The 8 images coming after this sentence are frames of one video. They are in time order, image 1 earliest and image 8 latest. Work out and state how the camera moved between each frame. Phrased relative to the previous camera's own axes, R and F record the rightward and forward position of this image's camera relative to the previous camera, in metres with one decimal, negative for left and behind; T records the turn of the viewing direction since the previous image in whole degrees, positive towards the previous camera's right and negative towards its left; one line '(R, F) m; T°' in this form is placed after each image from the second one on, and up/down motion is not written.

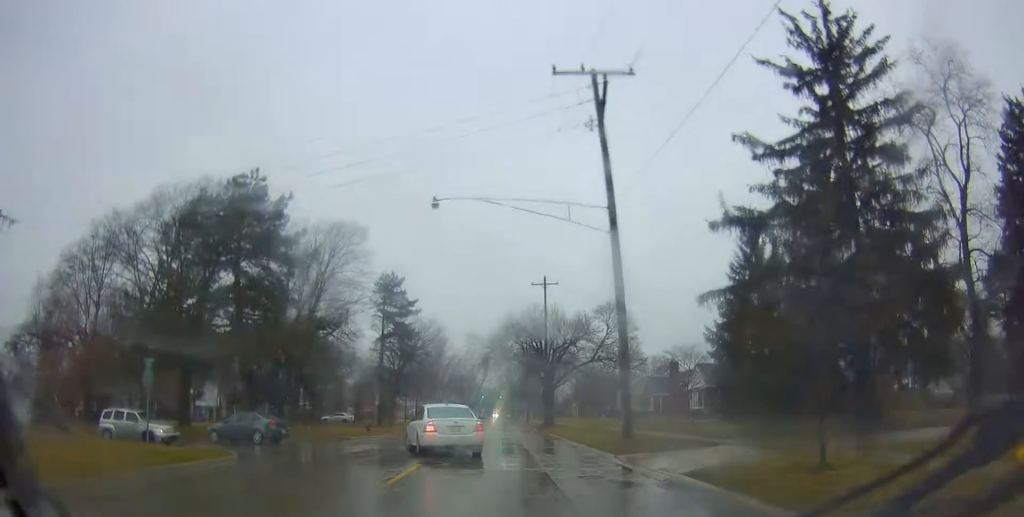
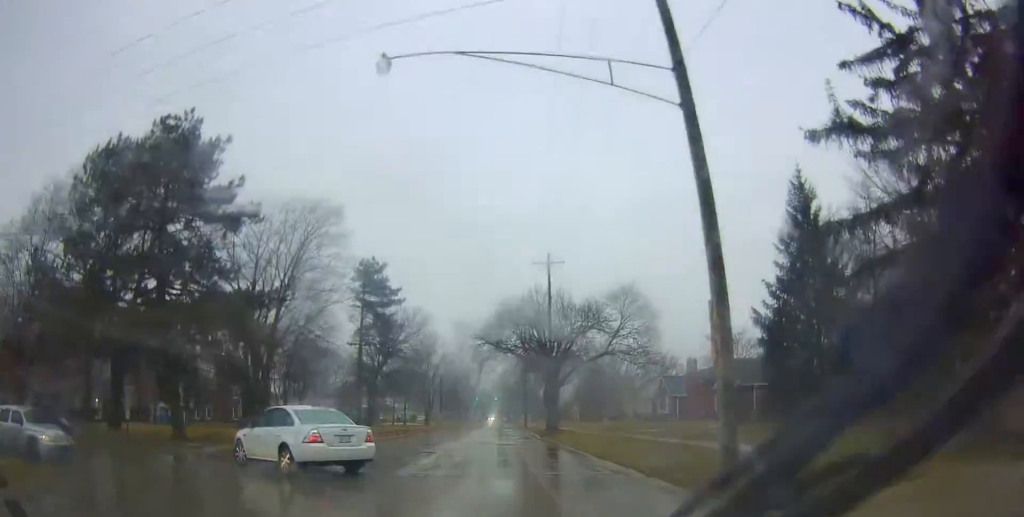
(+0.3, +8.6) m; +3°
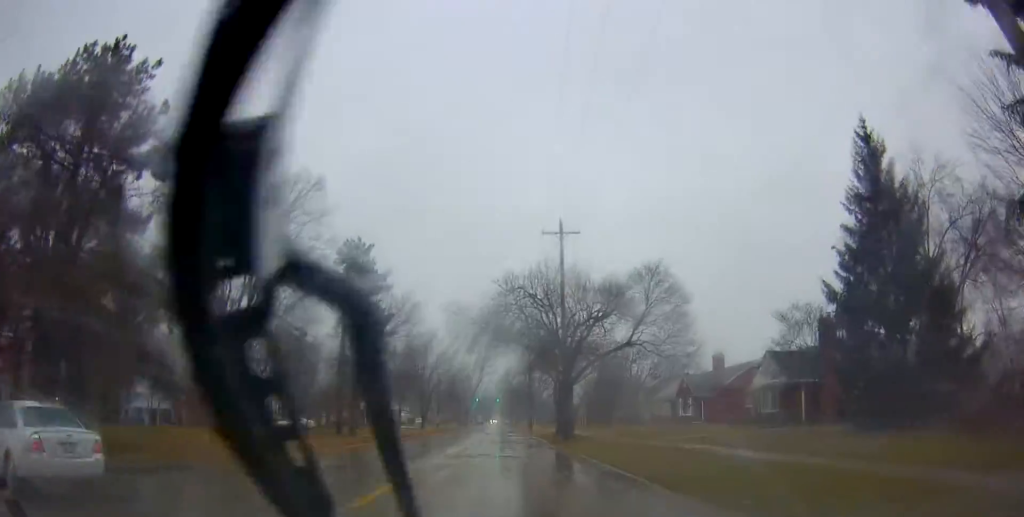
(0.0, +7.8) m; 0°
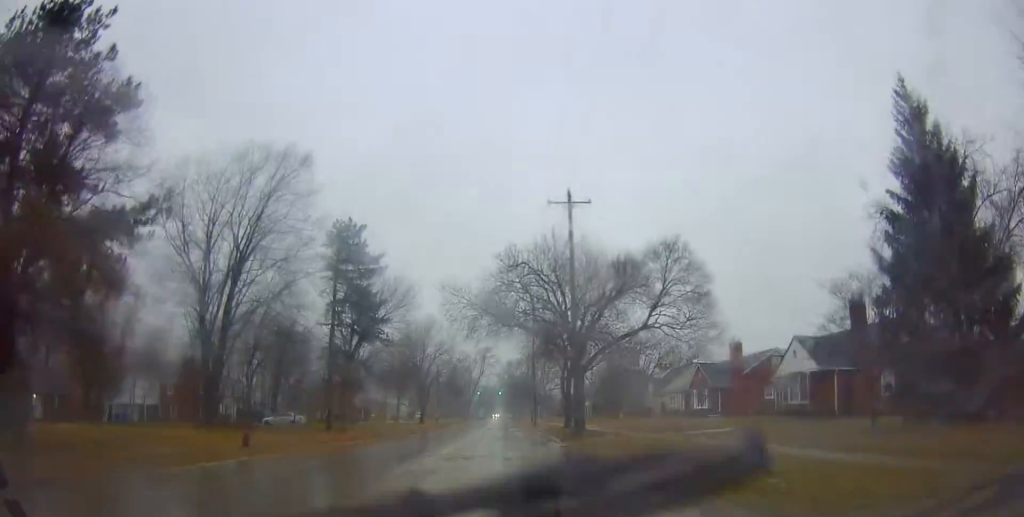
(0.0, +4.1) m; 0°
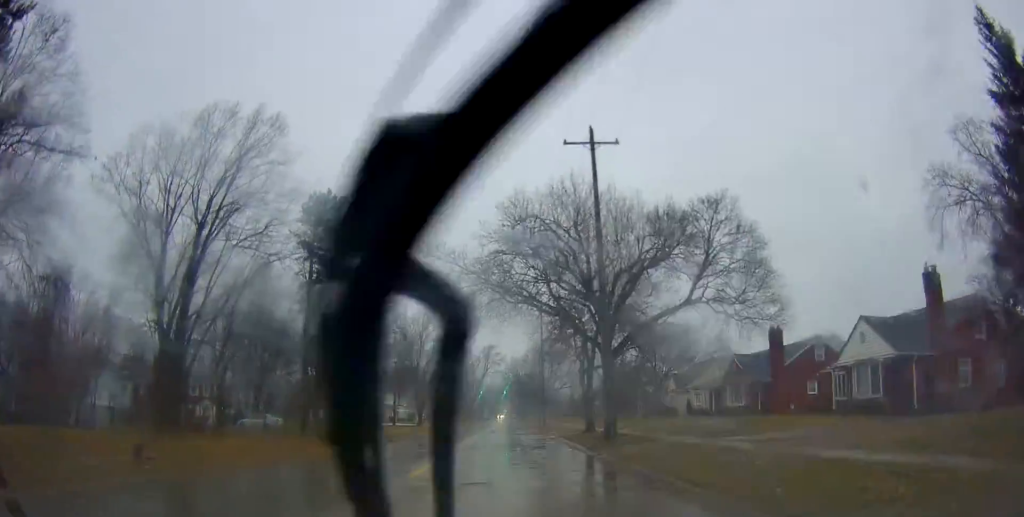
(0.0, +7.7) m; 0°
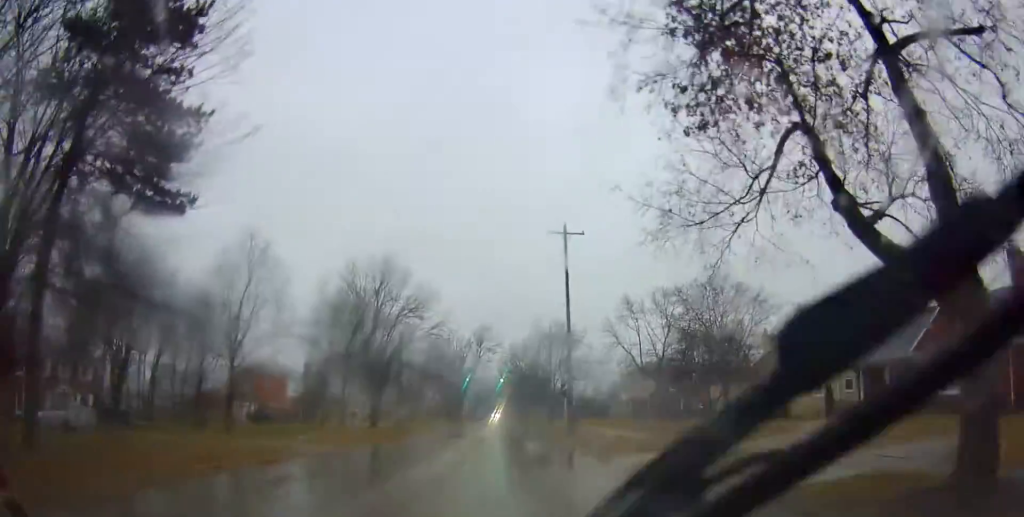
(-0.6, +27.7) m; -4°
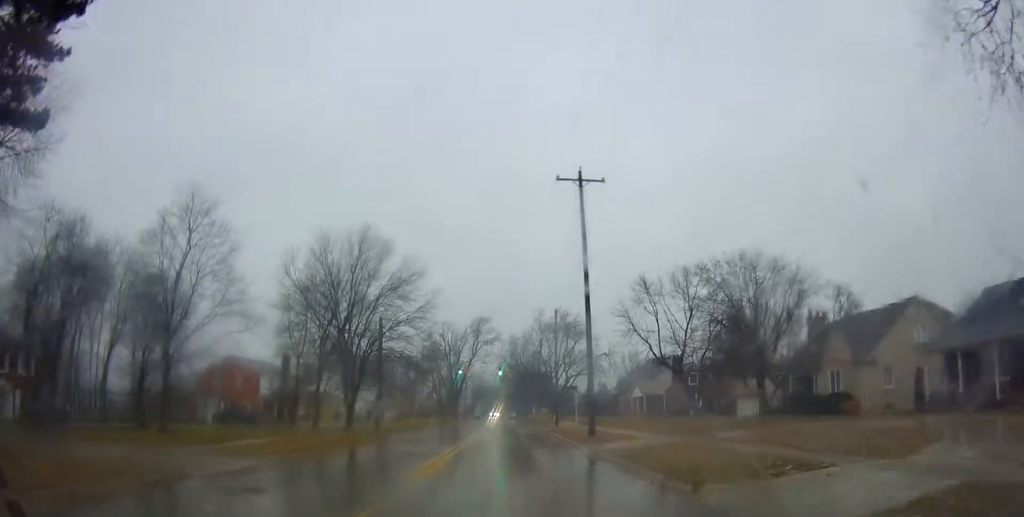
(-0.5, +8.4) m; 0°
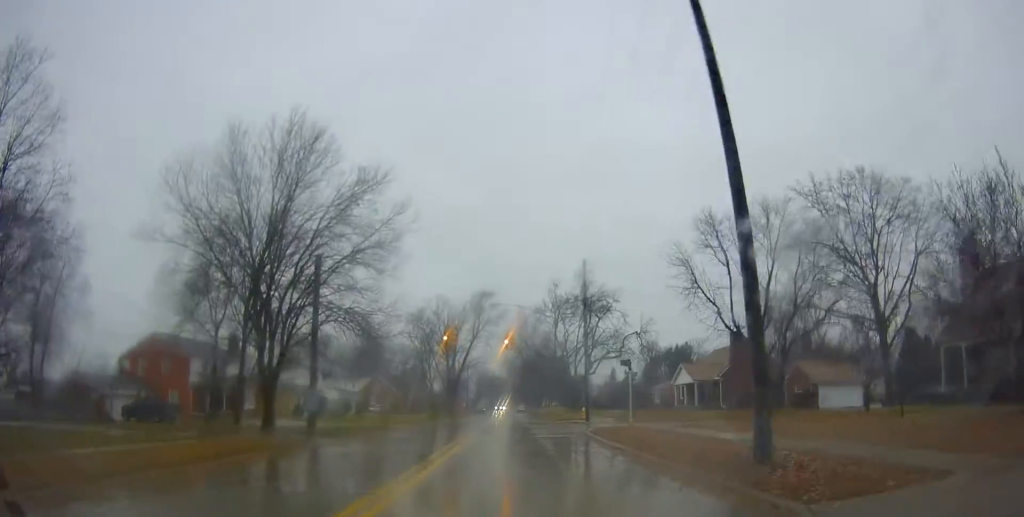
(+1.1, +17.2) m; +4°
